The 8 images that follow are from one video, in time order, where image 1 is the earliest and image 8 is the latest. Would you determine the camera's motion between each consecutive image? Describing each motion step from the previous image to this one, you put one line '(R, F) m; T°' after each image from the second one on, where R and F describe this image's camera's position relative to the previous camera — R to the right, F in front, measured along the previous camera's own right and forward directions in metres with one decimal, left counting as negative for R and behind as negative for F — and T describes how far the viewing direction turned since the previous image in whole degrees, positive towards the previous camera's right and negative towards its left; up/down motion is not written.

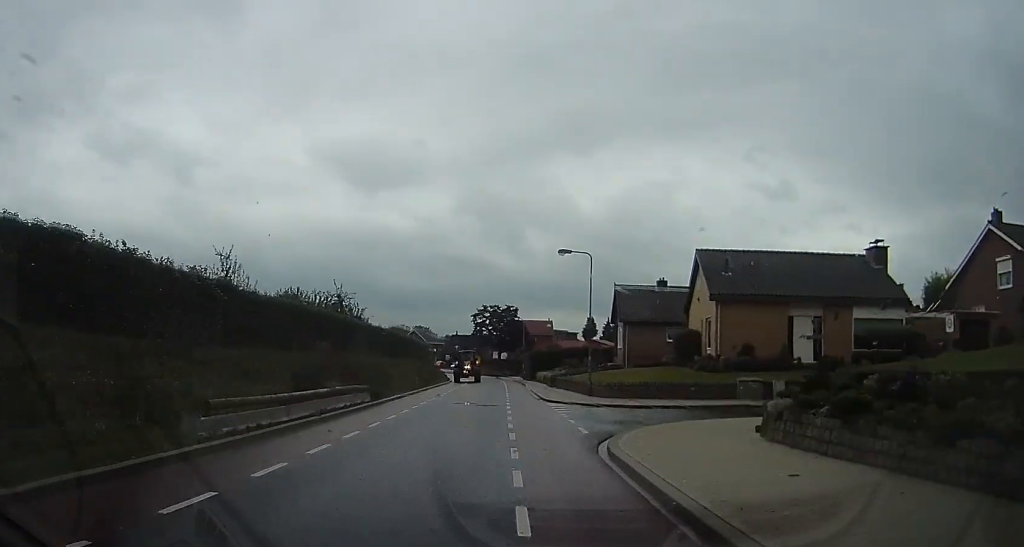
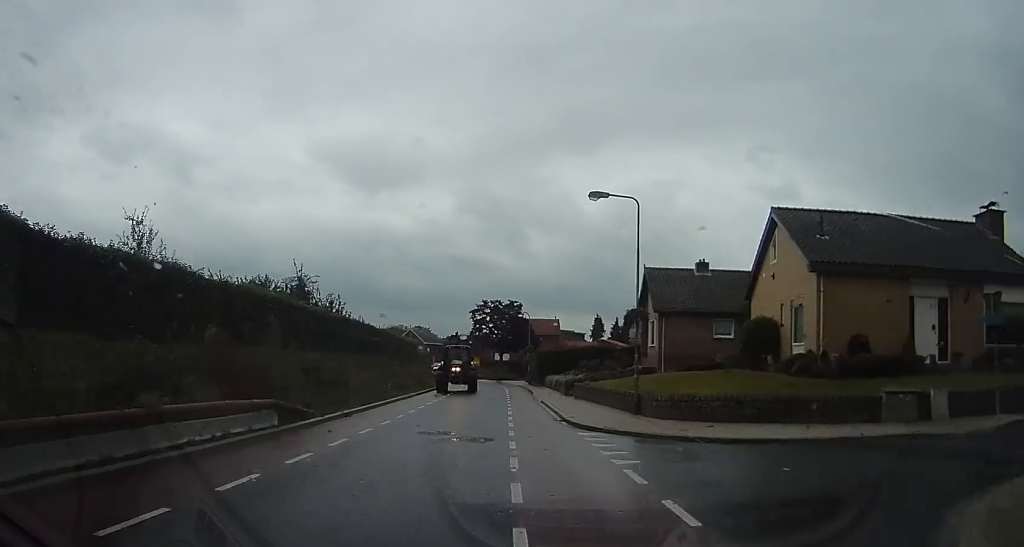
(-0.1, +9.2) m; +1°
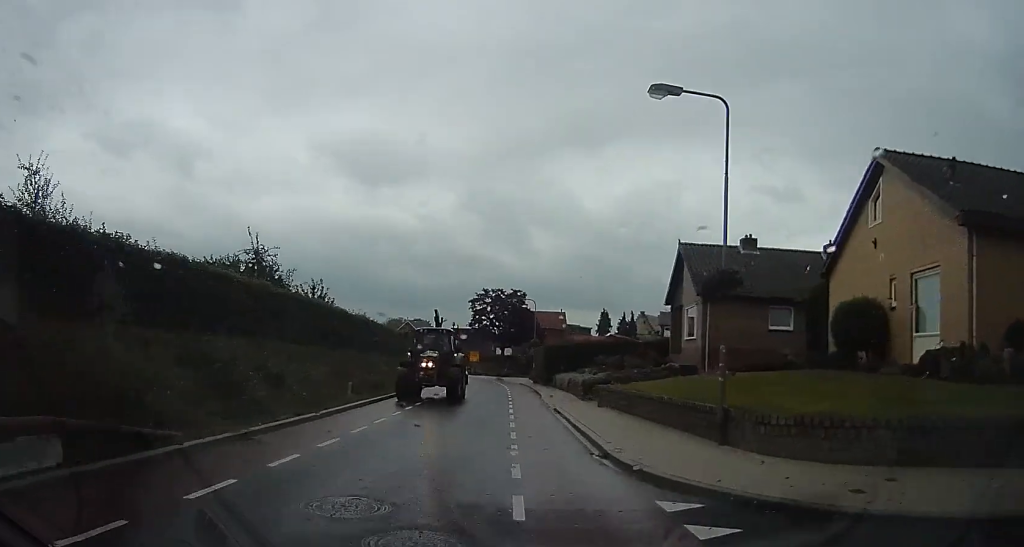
(-0.2, +6.9) m; +1°
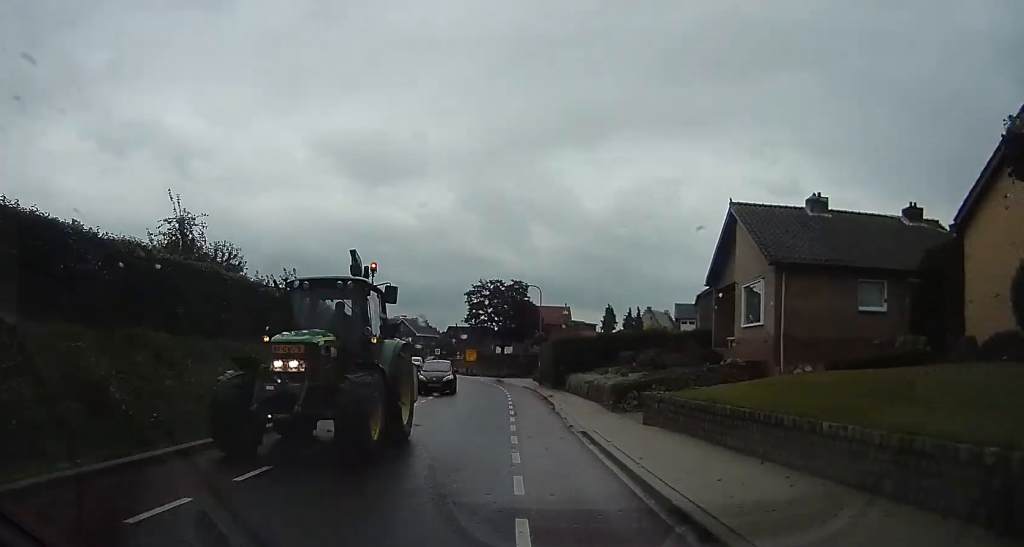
(+0.6, +7.1) m; +2°
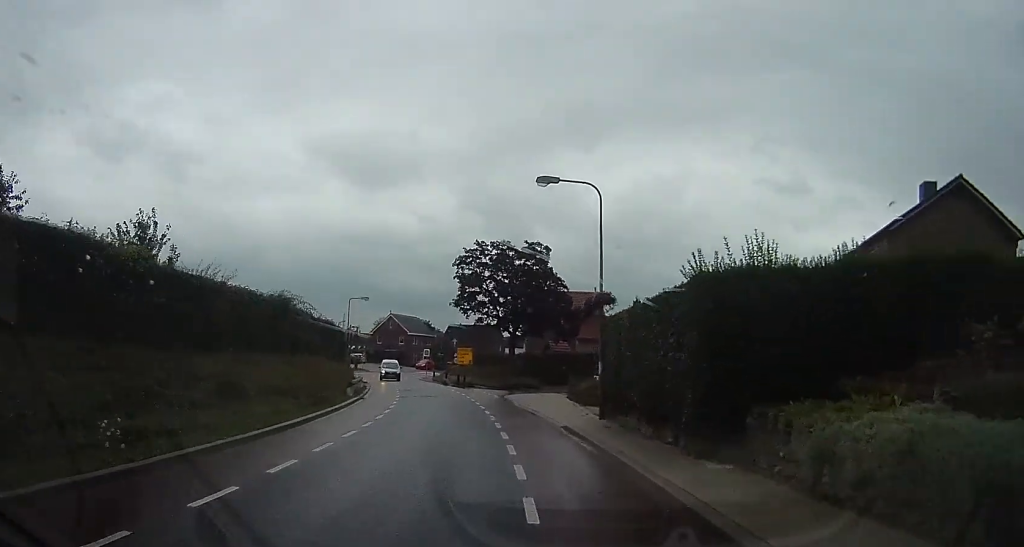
(-1.4, +21.9) m; -7°
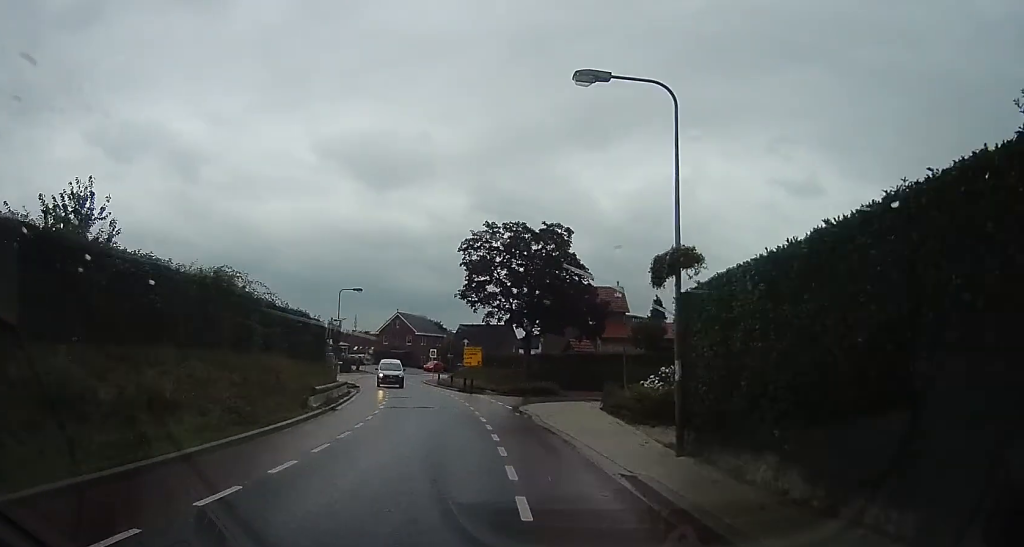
(-0.1, +6.0) m; -2°
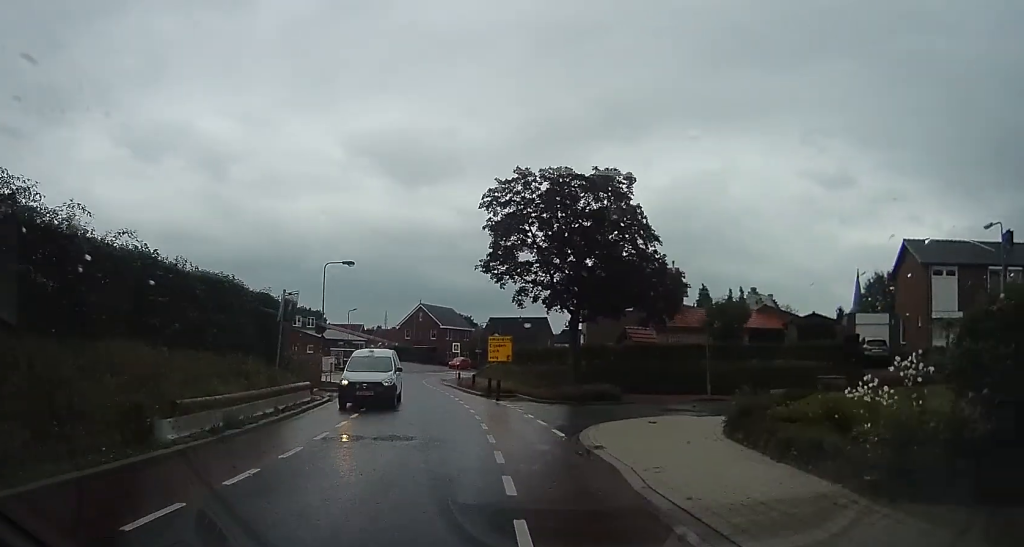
(-0.3, +9.5) m; -3°
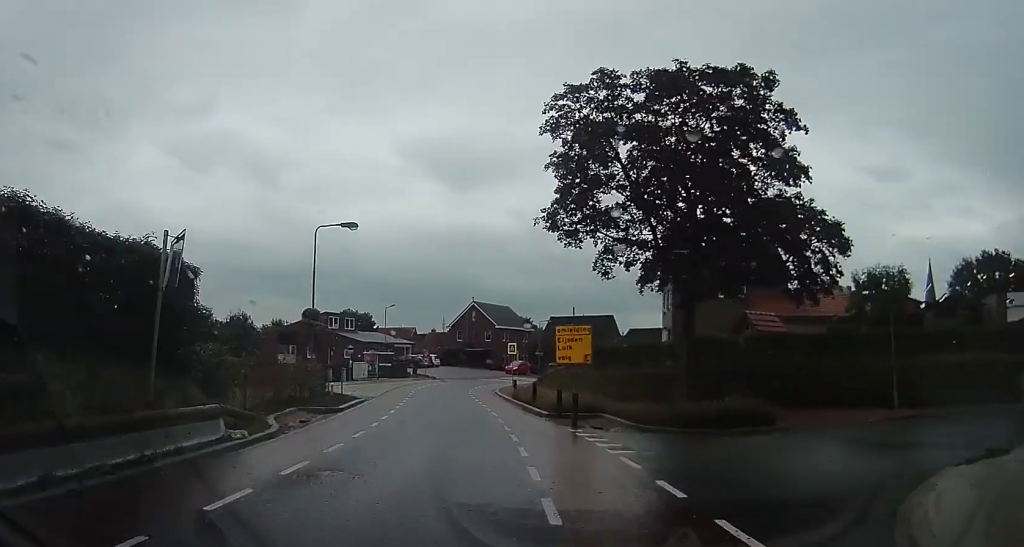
(-0.4, +9.6) m; -1°
